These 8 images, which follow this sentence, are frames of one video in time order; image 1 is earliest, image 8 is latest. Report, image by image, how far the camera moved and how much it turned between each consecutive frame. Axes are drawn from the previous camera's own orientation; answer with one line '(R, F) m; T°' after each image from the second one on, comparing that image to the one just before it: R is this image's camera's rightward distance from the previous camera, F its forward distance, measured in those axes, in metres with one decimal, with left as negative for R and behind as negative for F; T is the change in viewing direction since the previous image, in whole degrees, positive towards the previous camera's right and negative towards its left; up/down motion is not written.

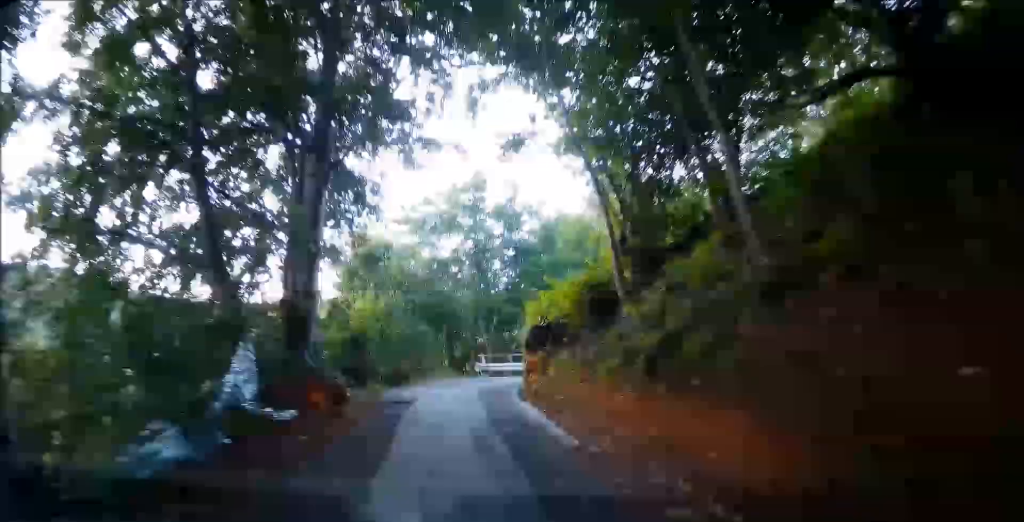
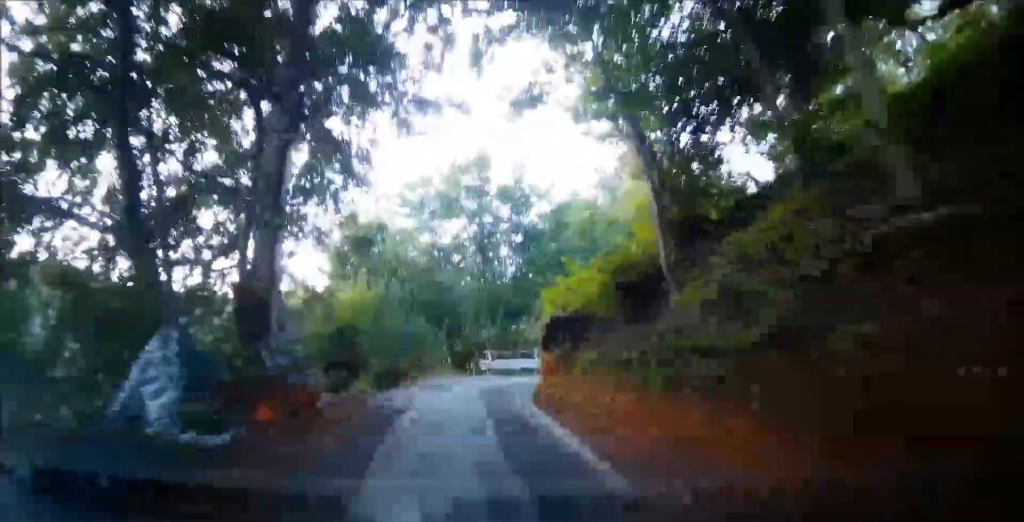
(-0.1, +2.9) m; 0°
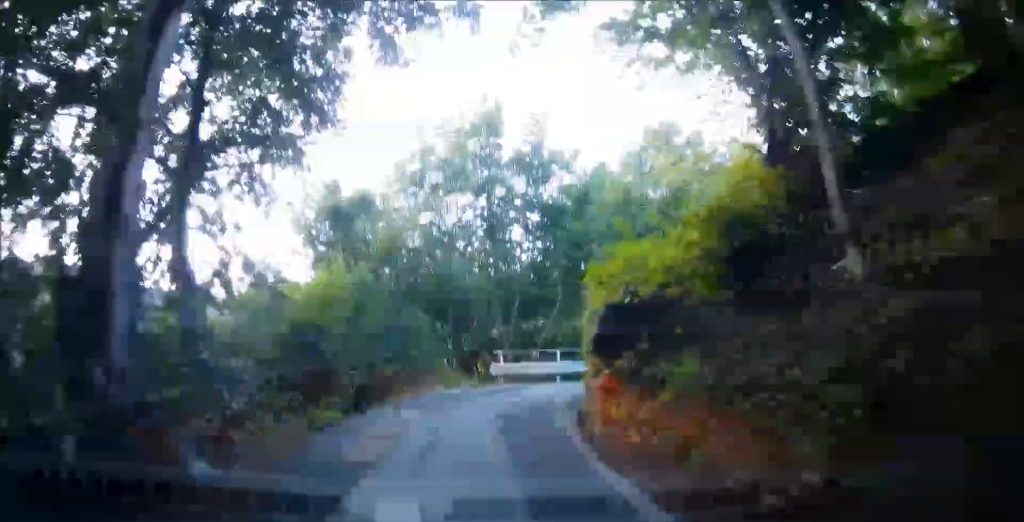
(+0.1, +4.8) m; +1°
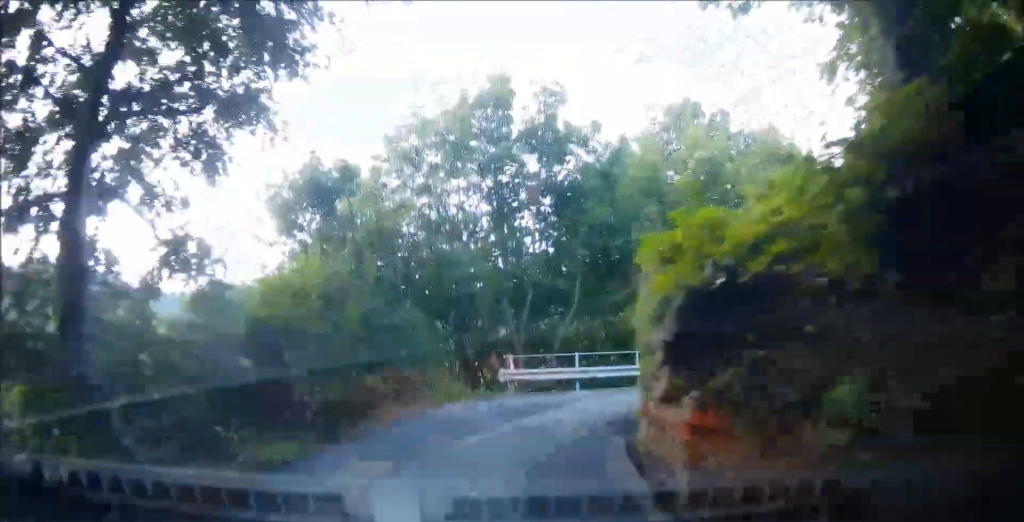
(0.0, +3.1) m; +1°
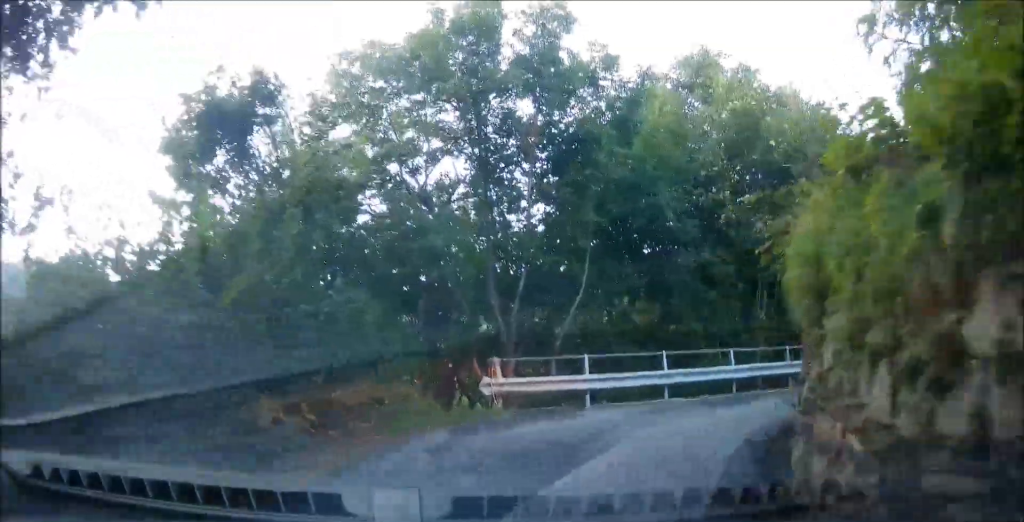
(+0.1, +5.2) m; +4°
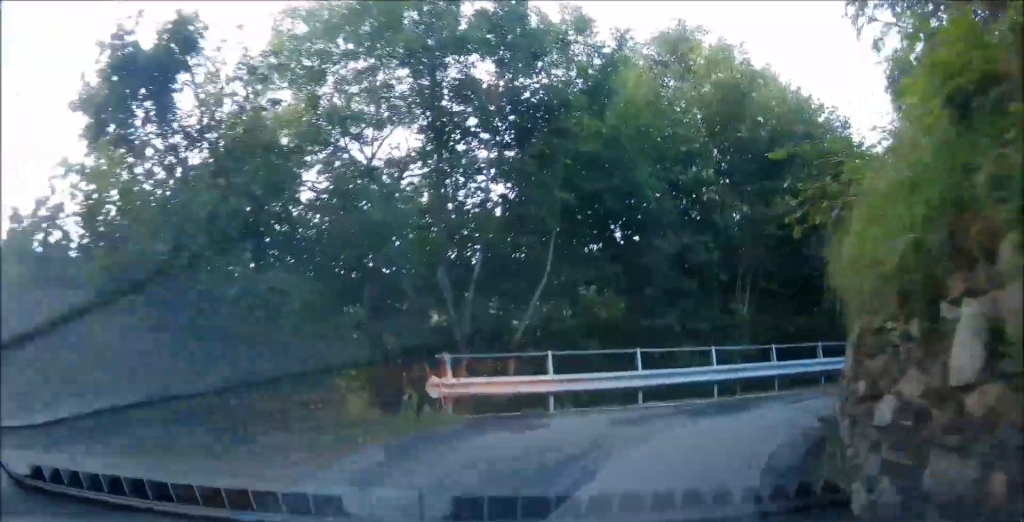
(+0.1, +1.9) m; +2°
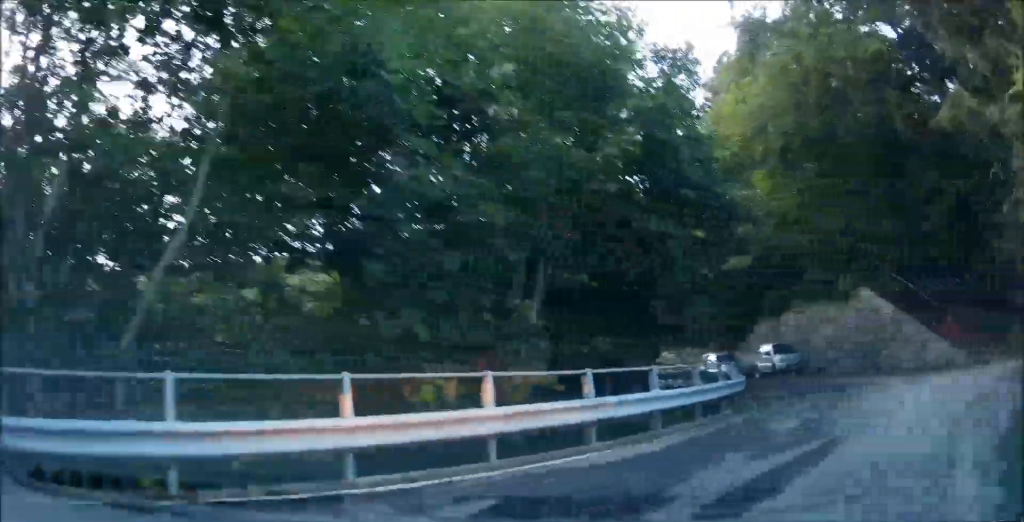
(+0.9, +6.3) m; +22°
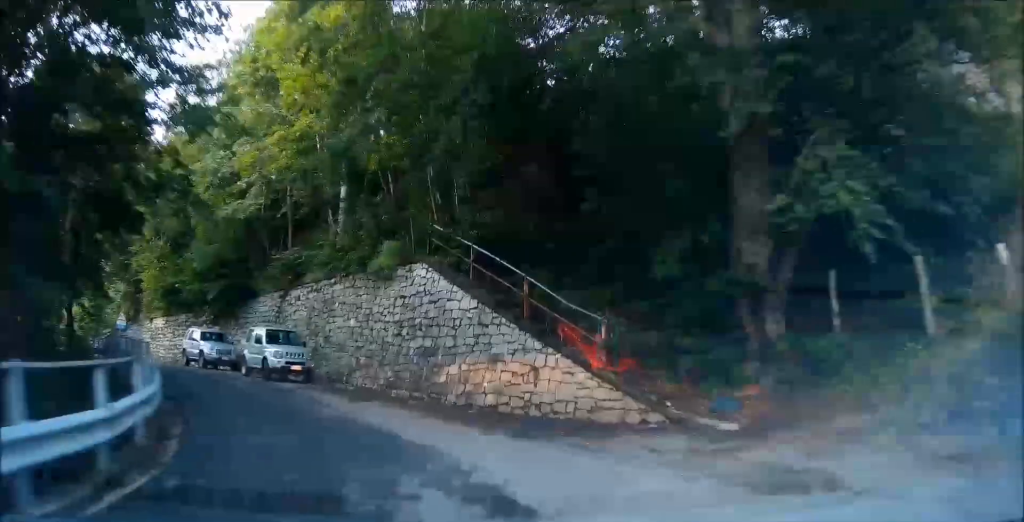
(+2.2, +8.4) m; +17°
